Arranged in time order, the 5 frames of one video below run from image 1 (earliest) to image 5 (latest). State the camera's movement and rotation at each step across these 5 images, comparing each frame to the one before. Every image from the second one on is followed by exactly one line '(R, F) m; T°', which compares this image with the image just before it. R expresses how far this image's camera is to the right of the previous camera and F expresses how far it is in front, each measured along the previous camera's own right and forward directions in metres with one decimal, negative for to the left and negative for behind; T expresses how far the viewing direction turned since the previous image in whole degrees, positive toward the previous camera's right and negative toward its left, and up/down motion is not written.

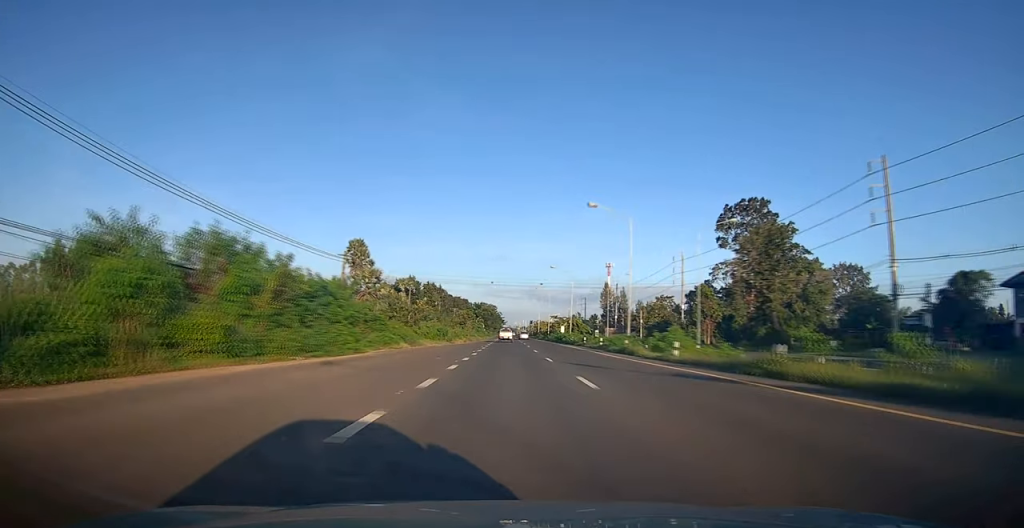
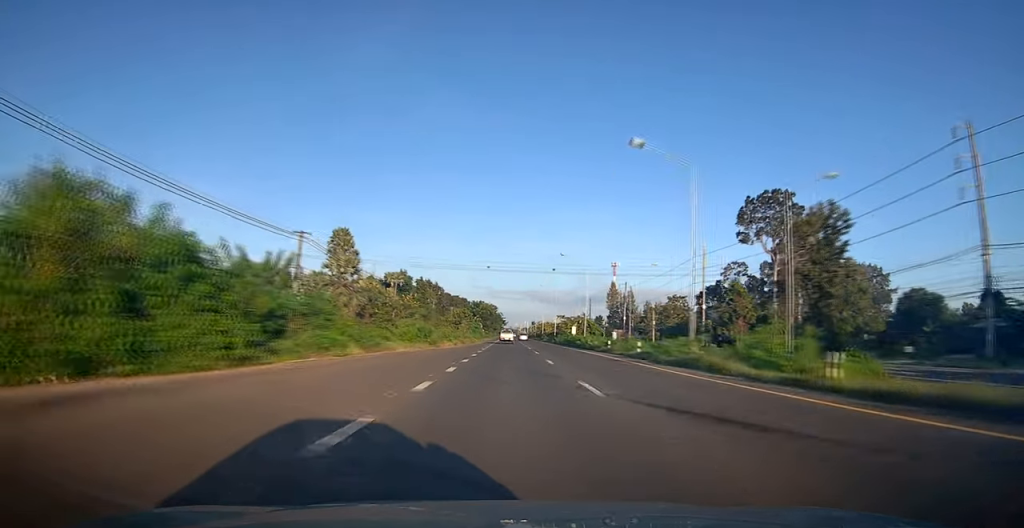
(+0.1, +12.8) m; 0°
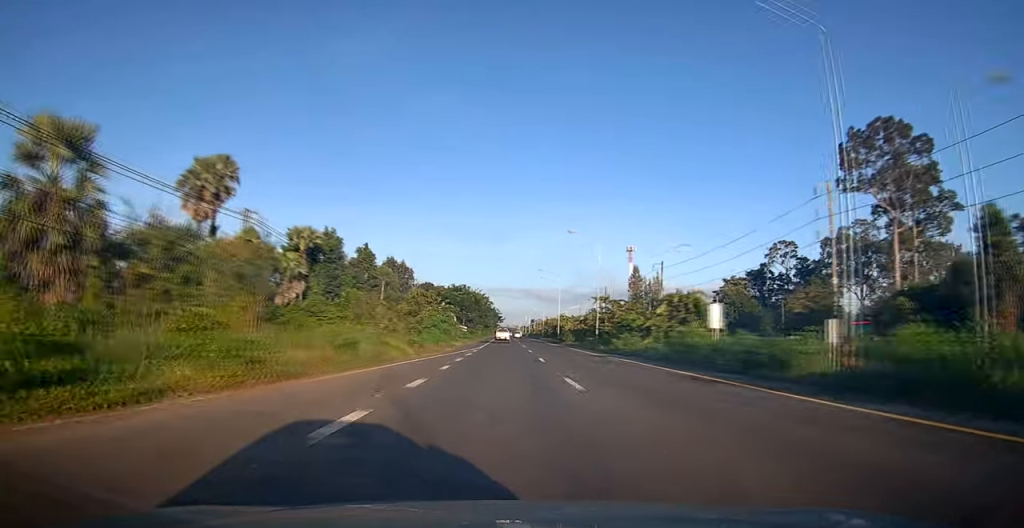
(+0.3, +47.2) m; +1°
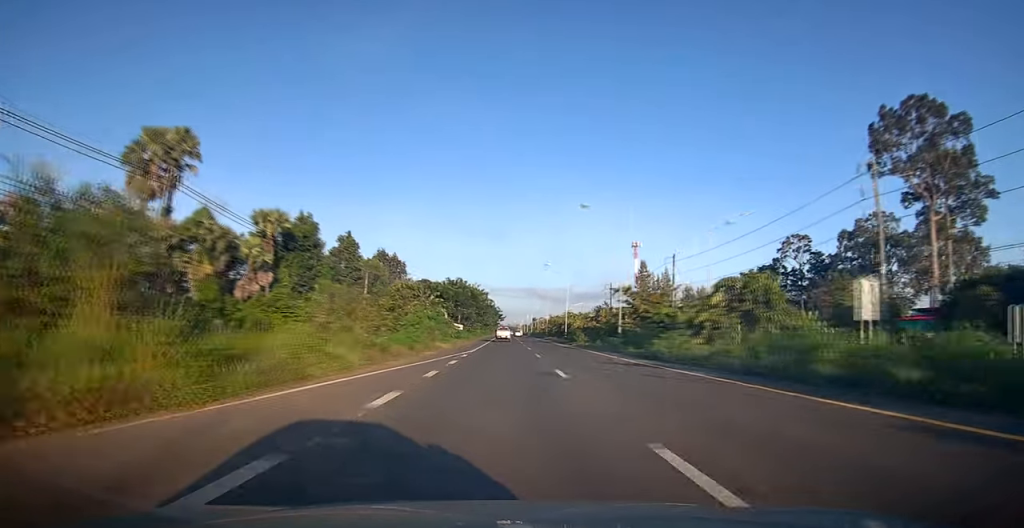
(0.0, +9.3) m; -1°
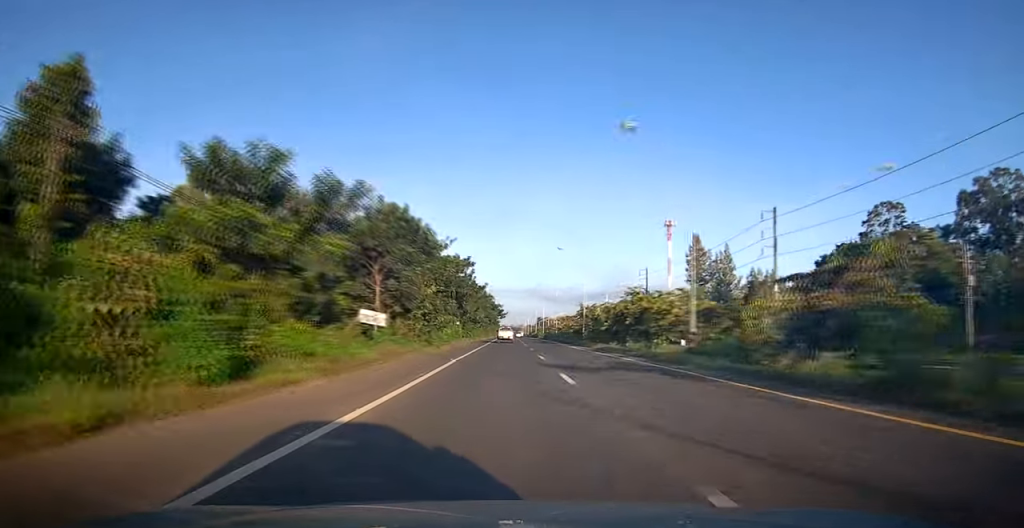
(-0.1, +50.1) m; 0°
